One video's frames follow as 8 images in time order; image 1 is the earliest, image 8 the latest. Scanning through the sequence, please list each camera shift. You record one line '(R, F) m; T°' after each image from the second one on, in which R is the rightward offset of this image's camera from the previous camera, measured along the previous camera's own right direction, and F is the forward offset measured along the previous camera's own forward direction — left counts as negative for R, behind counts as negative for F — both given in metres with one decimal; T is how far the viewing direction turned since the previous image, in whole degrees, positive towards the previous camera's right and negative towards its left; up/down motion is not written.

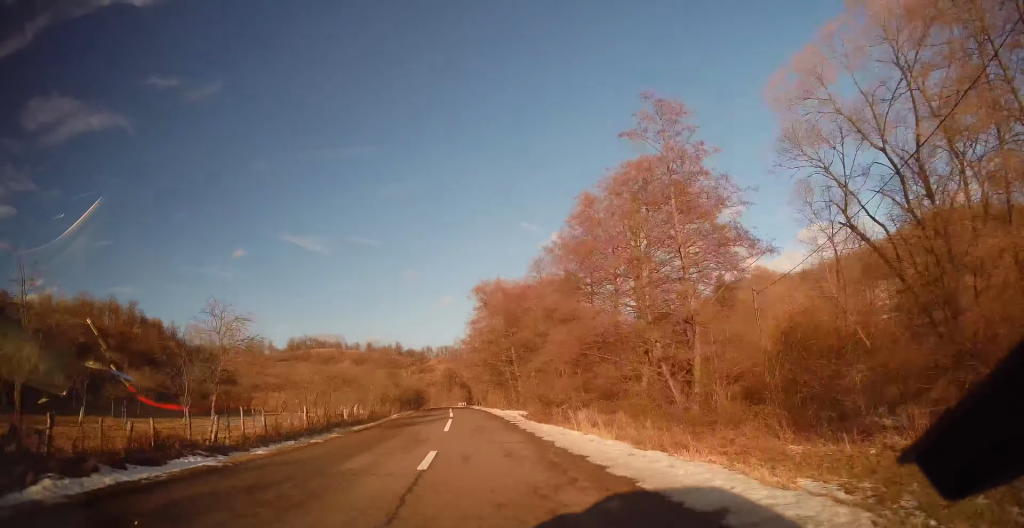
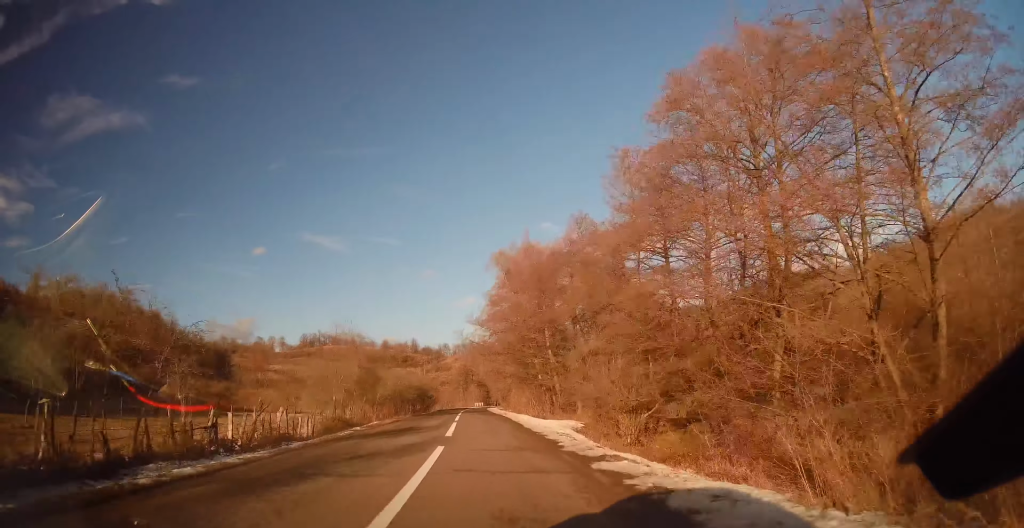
(-0.6, +16.2) m; -1°
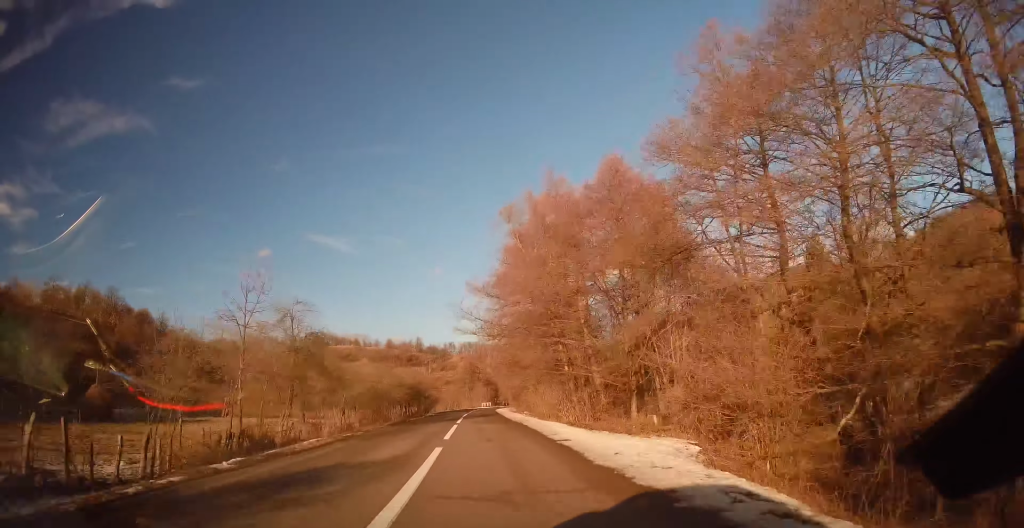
(+0.4, +12.7) m; -1°
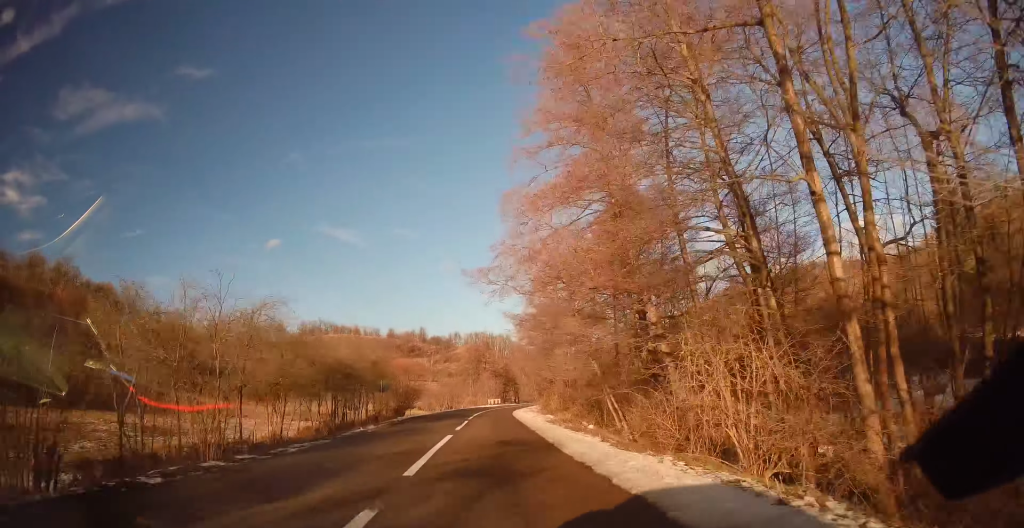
(-0.9, +31.9) m; -1°
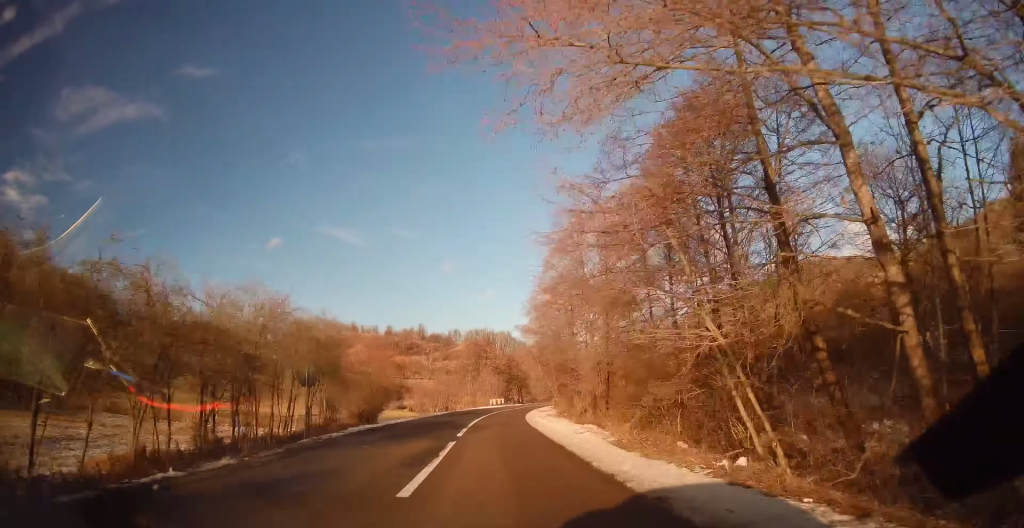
(+0.1, +14.7) m; +1°
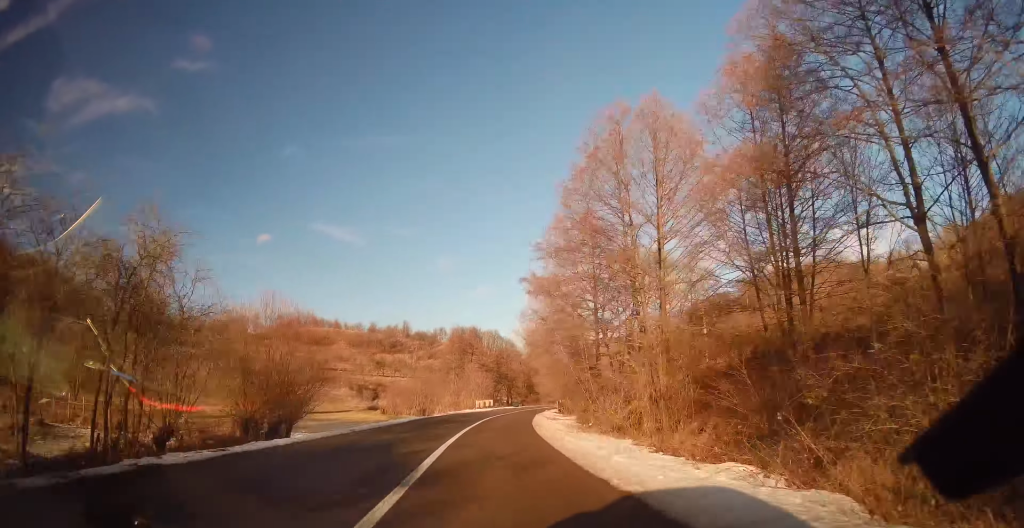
(+0.2, +15.7) m; +1°
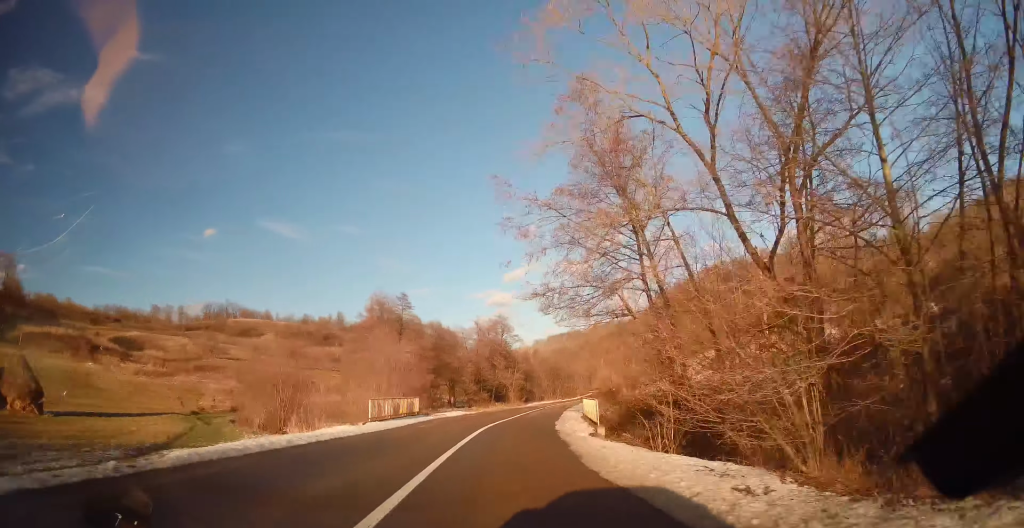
(+2.1, +37.3) m; +7°
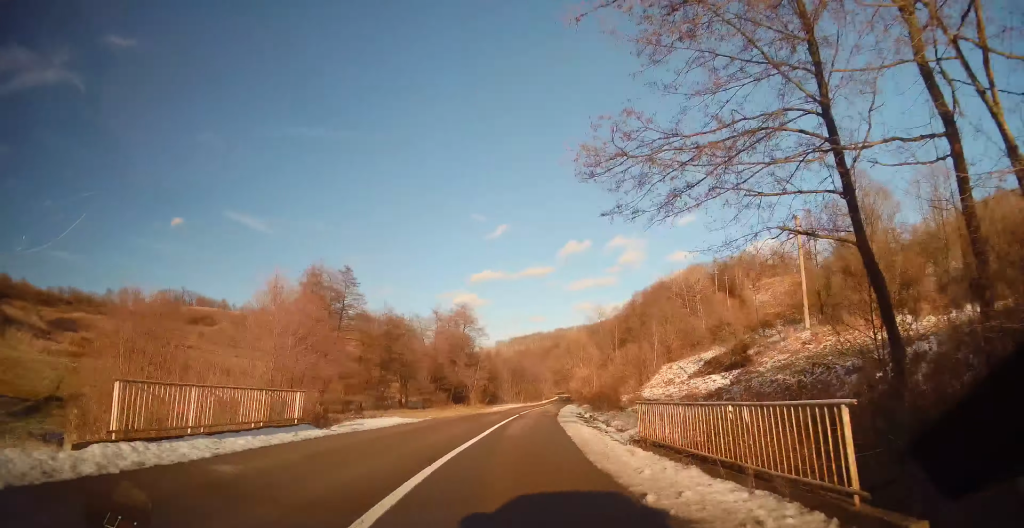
(+0.5, +15.2) m; +3°
